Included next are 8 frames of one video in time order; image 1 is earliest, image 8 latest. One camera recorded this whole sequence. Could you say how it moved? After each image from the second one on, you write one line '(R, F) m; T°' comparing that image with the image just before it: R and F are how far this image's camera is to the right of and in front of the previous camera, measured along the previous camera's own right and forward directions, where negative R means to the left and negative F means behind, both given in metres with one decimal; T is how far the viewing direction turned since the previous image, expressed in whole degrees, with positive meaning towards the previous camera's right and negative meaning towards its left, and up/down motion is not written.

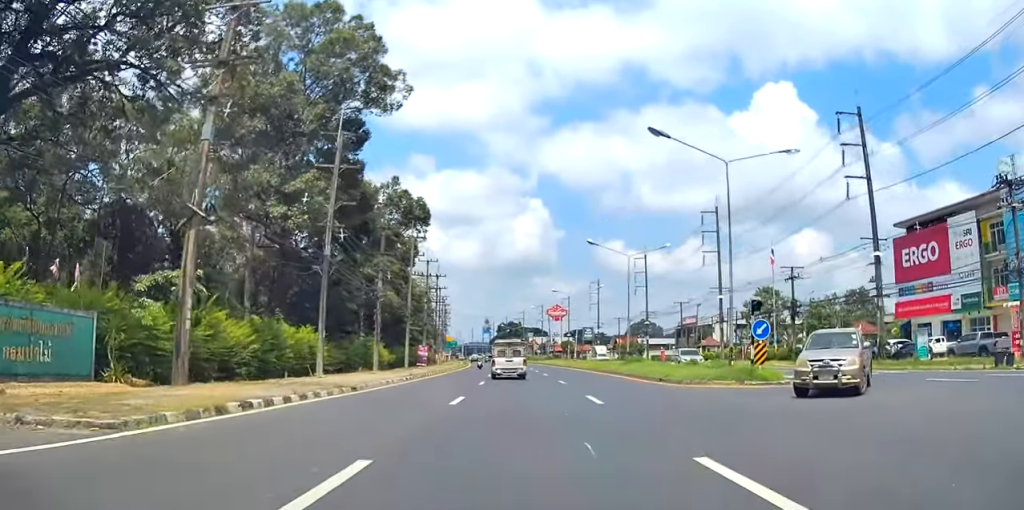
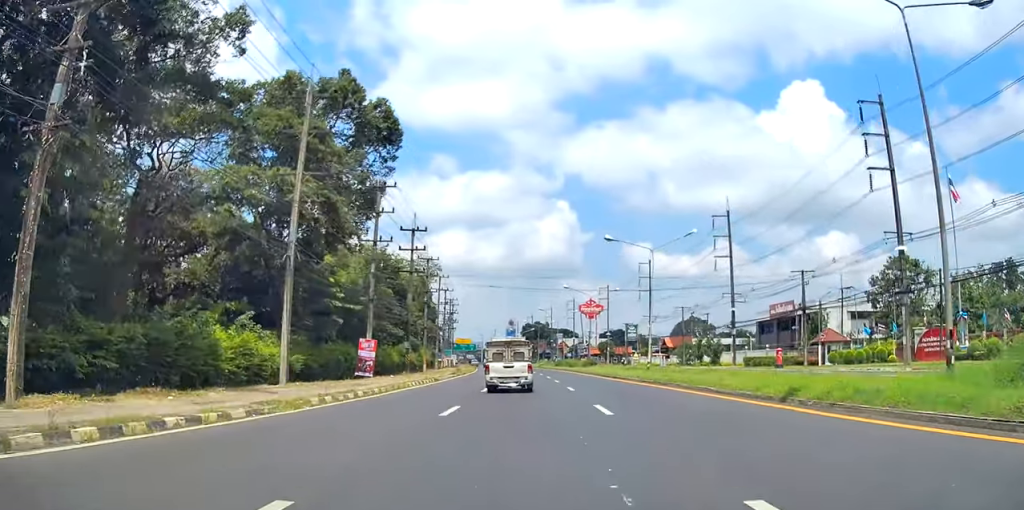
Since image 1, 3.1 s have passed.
(-0.7, +40.8) m; -2°
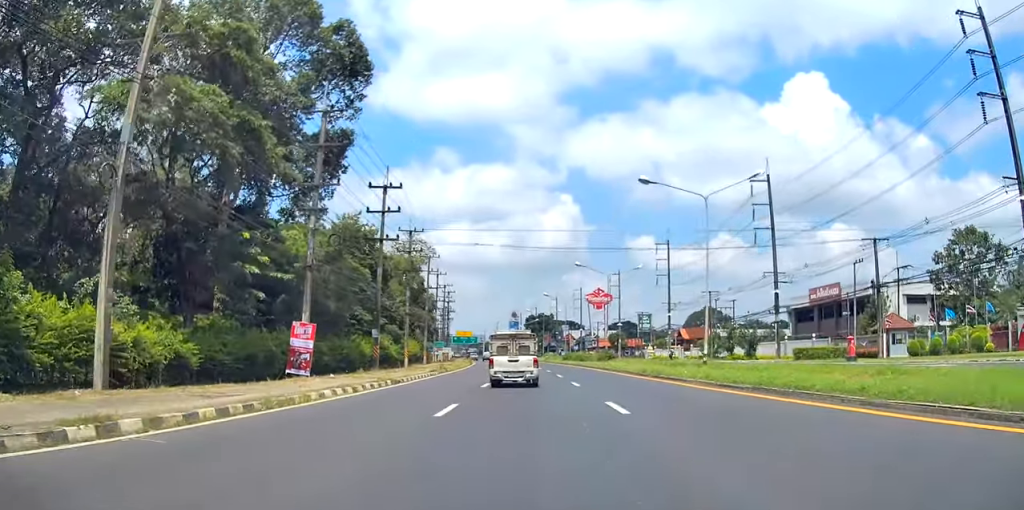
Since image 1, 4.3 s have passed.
(0.0, +14.4) m; 0°
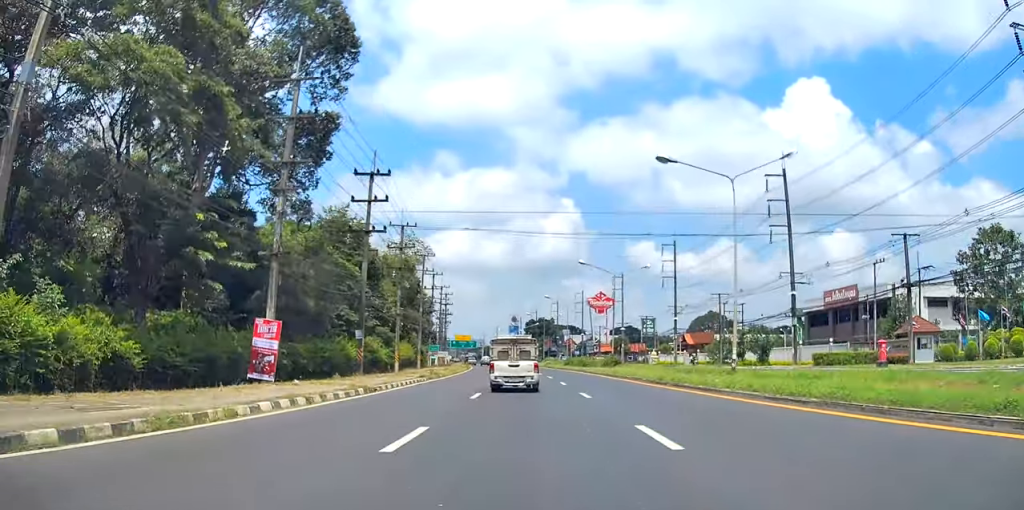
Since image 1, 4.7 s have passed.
(0.0, +4.7) m; 0°
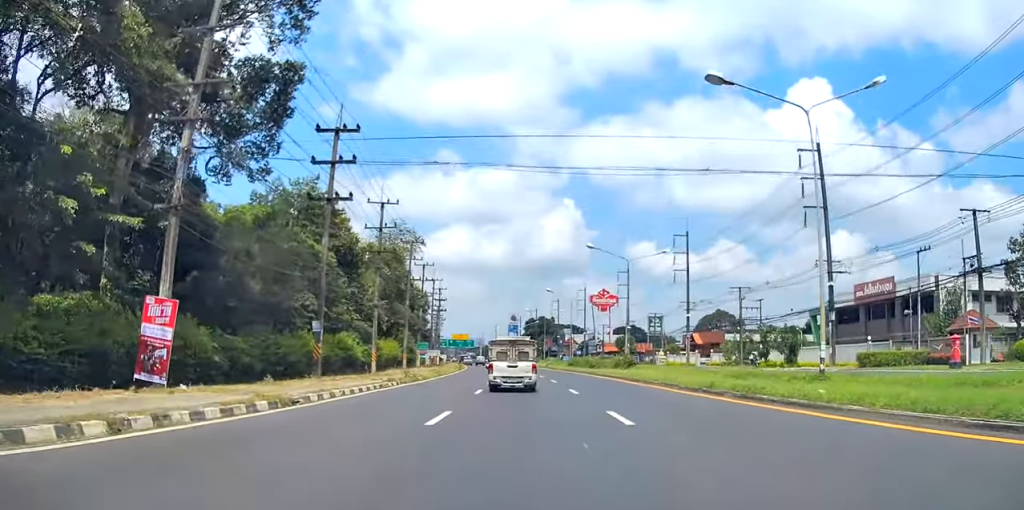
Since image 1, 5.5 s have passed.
(0.0, +8.8) m; -1°
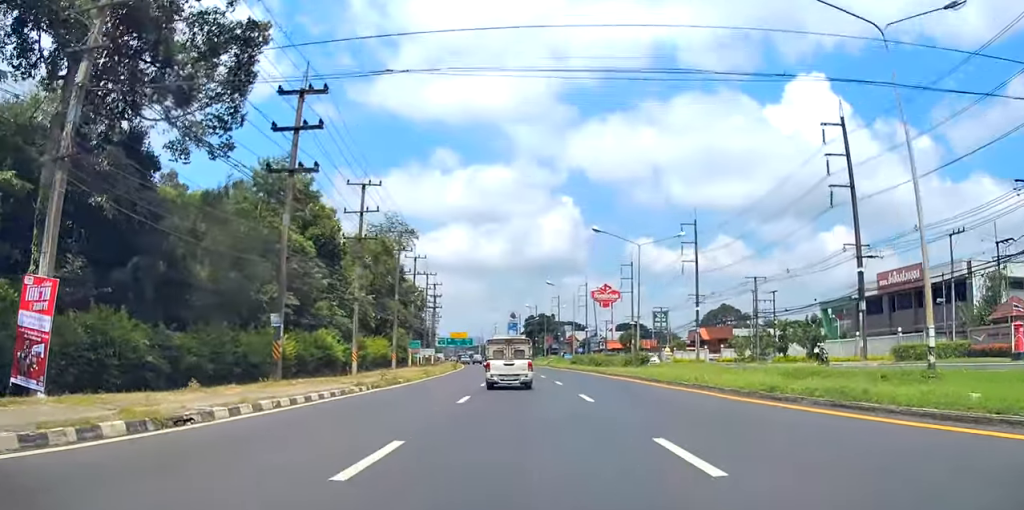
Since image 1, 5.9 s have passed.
(0.0, +5.3) m; 0°
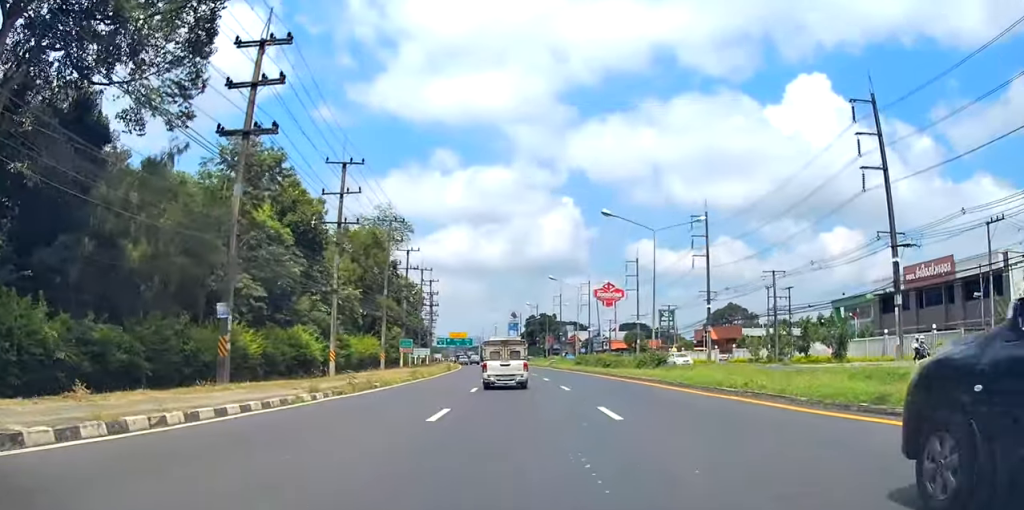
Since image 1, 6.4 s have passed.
(-0.1, +5.1) m; 0°
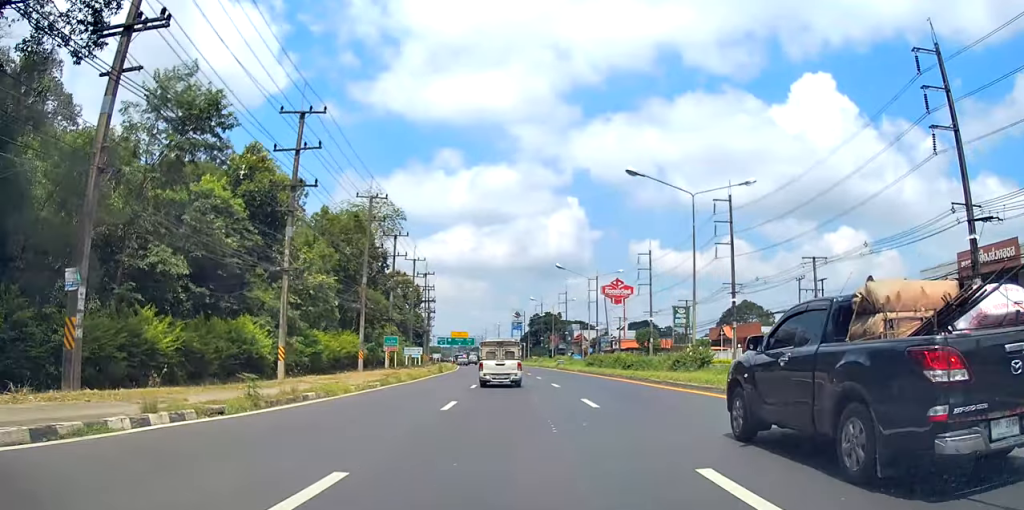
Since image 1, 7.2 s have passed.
(+0.2, +9.0) m; 0°
